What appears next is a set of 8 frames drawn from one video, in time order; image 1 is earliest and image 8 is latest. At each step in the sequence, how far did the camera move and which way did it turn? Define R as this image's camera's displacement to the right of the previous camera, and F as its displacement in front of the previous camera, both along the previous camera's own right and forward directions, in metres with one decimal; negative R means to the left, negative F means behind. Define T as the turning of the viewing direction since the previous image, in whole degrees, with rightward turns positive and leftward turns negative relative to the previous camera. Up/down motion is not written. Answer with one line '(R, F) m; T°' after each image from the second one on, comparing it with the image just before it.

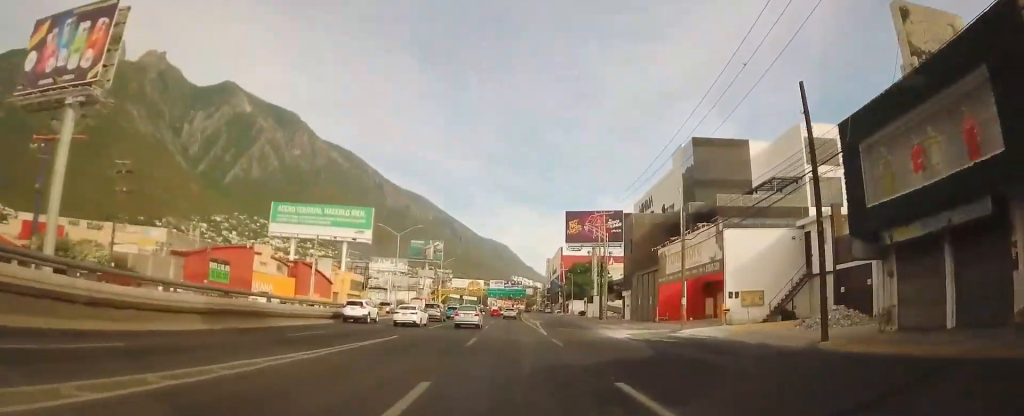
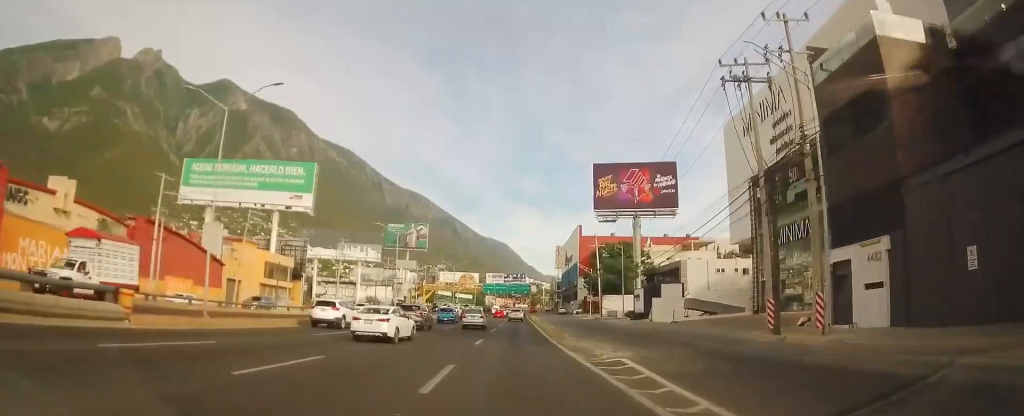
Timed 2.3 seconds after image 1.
(+0.2, +41.5) m; +1°
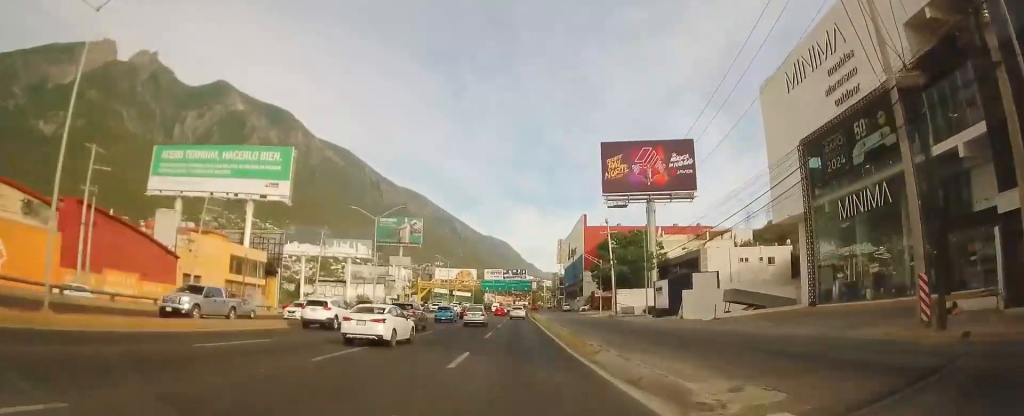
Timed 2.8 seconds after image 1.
(0.0, +9.5) m; 0°
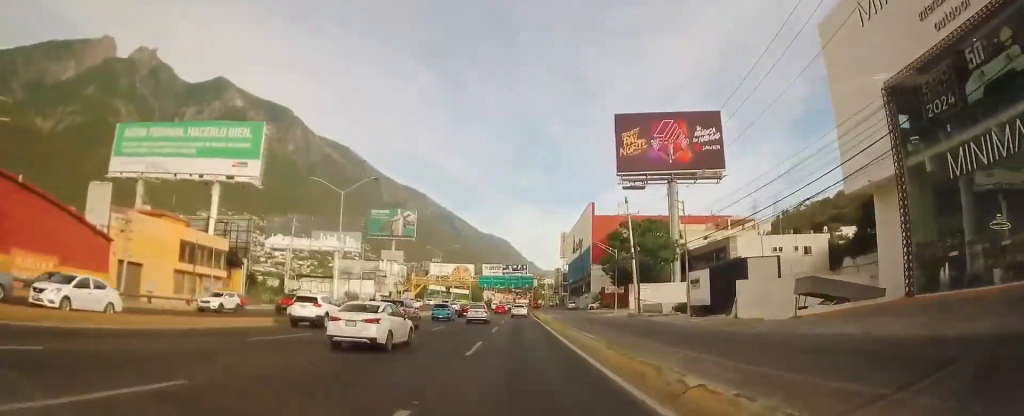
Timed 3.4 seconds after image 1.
(0.0, +10.7) m; 0°
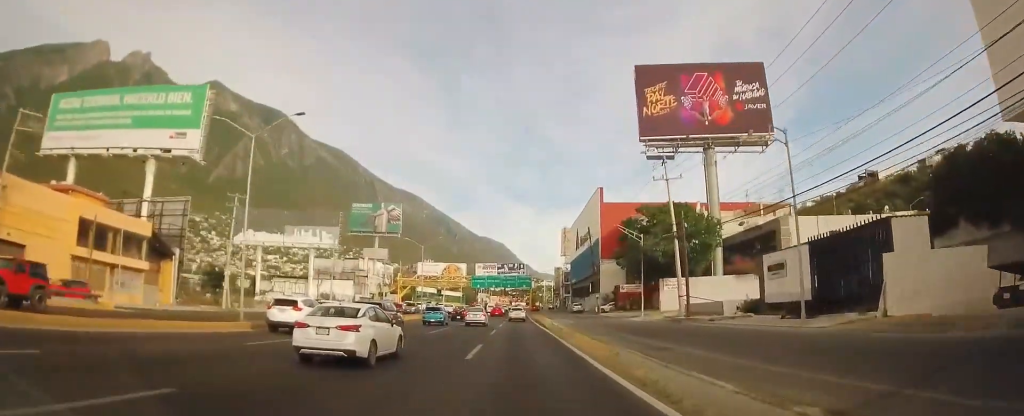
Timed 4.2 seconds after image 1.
(0.0, +14.6) m; 0°
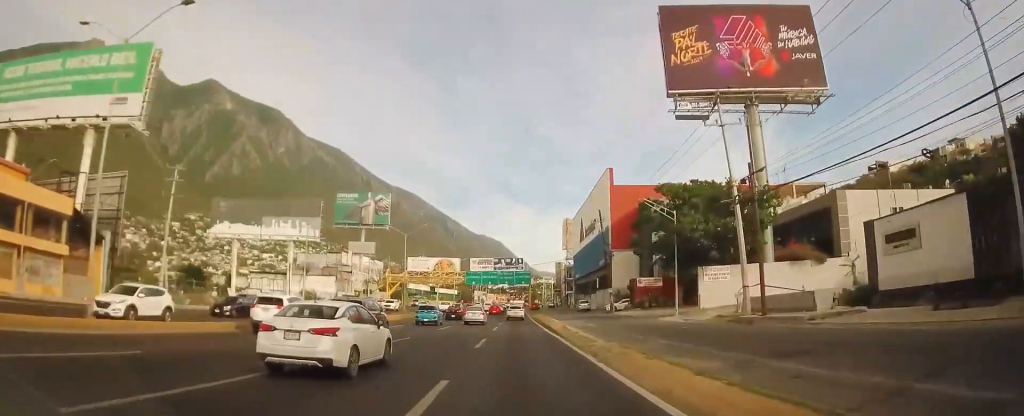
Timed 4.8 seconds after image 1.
(-0.1, +10.9) m; 0°
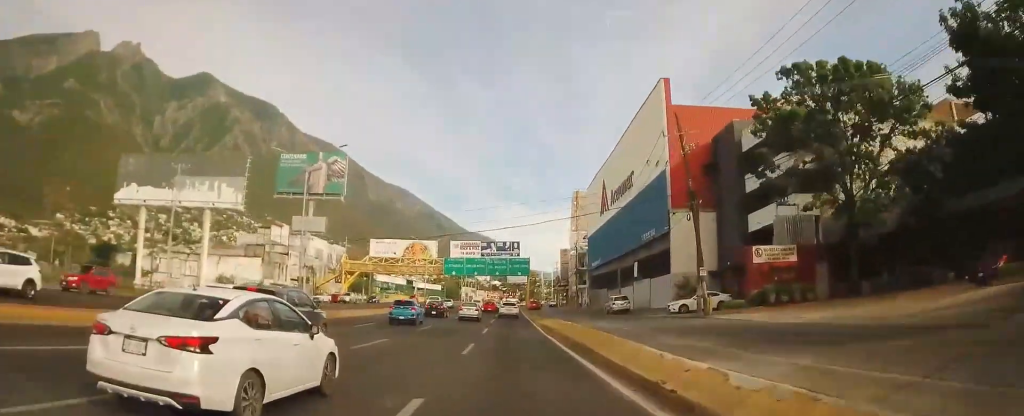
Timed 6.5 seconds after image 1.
(+0.2, +31.7) m; 0°
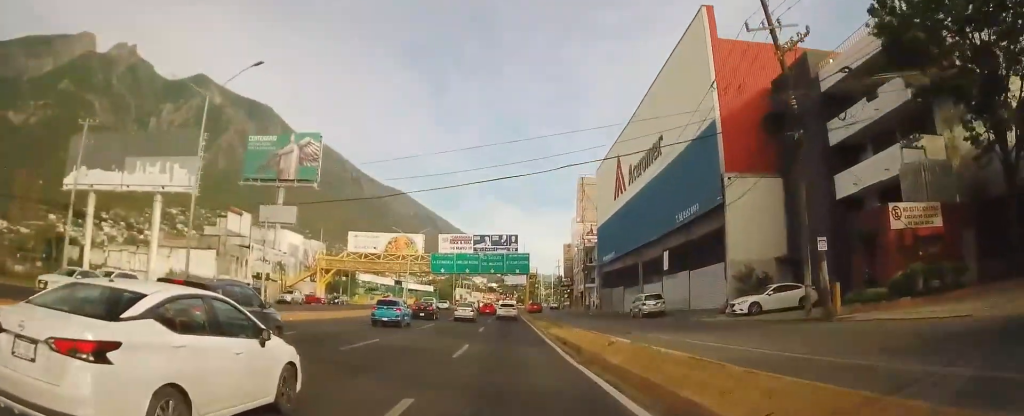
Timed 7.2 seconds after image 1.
(0.0, +12.7) m; +1°
